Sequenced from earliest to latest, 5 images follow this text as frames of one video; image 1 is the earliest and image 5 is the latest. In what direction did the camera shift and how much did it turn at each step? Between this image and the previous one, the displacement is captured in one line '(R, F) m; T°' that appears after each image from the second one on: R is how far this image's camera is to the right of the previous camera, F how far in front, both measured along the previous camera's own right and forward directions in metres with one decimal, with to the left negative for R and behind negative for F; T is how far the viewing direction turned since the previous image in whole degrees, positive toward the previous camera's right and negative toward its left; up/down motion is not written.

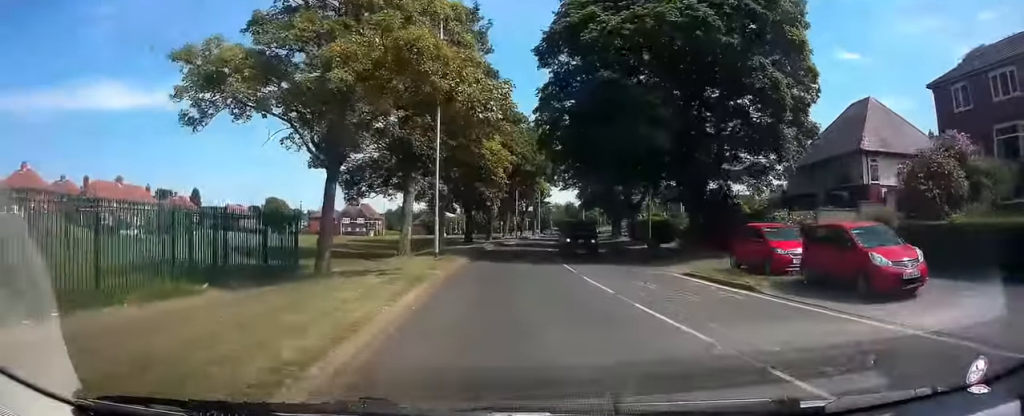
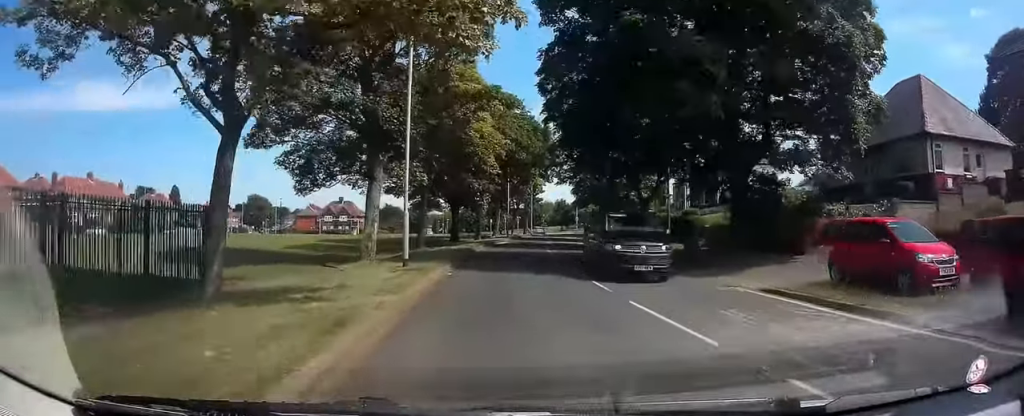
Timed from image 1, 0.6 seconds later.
(0.0, +6.5) m; +1°
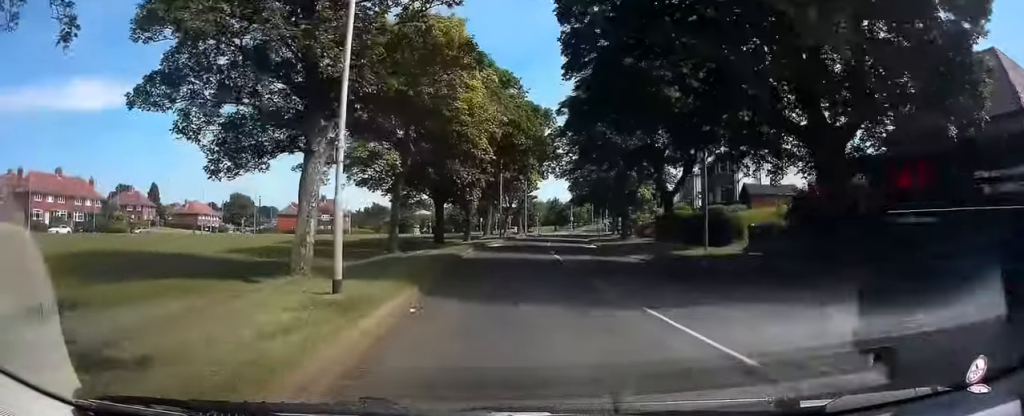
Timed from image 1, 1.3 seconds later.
(0.0, +7.1) m; +2°
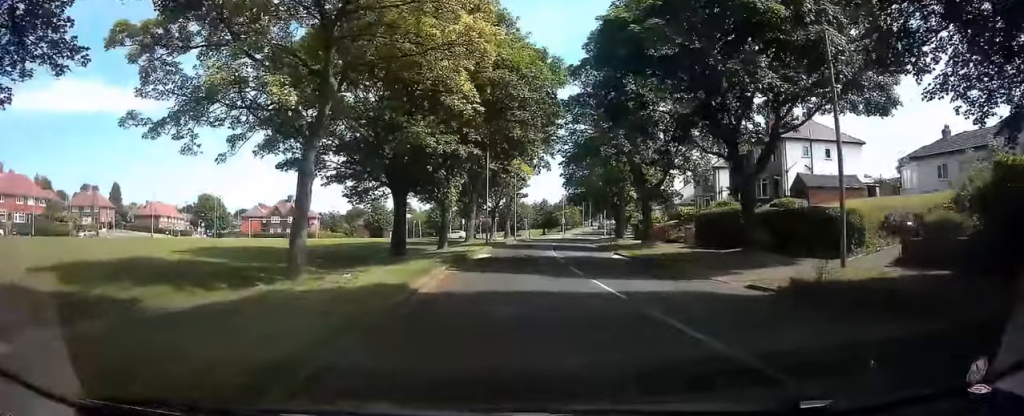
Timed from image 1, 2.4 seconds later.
(+0.4, +12.1) m; +2°
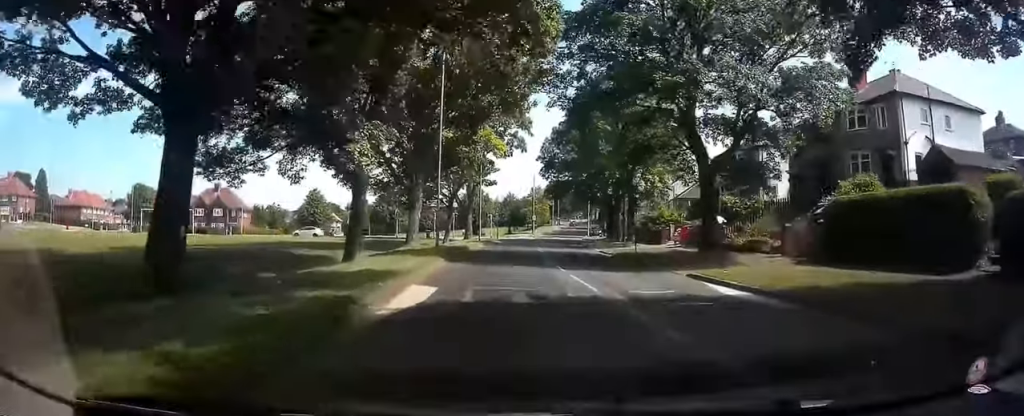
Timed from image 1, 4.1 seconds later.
(+0.3, +18.0) m; +2°
